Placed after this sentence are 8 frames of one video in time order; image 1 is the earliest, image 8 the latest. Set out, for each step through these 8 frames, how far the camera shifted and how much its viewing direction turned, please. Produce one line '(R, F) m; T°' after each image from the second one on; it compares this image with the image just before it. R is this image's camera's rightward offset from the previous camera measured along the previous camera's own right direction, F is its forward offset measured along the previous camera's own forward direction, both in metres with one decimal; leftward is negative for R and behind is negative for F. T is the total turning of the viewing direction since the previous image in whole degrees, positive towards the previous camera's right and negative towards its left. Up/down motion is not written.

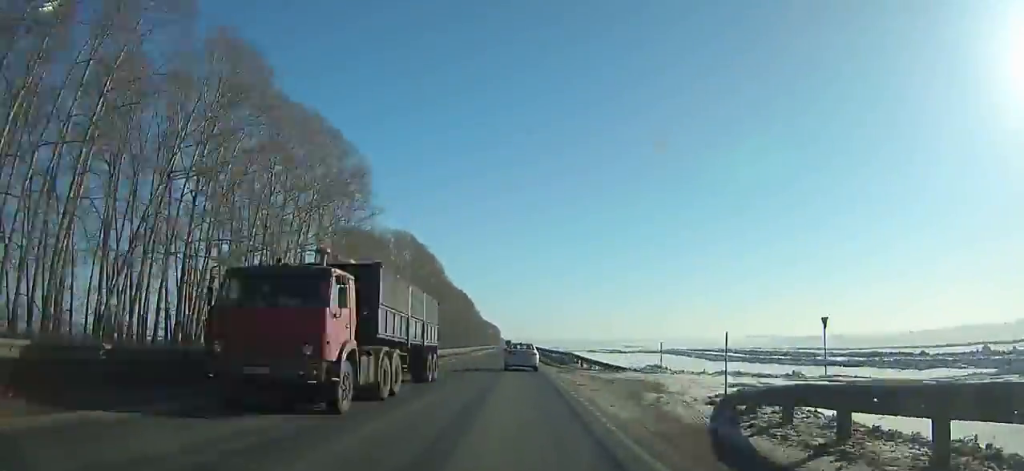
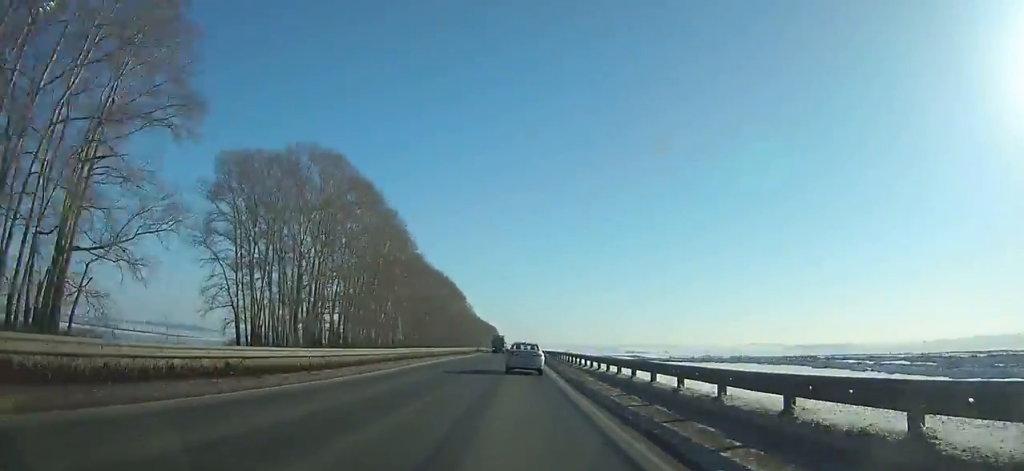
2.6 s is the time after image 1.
(-0.1, +60.0) m; 0°
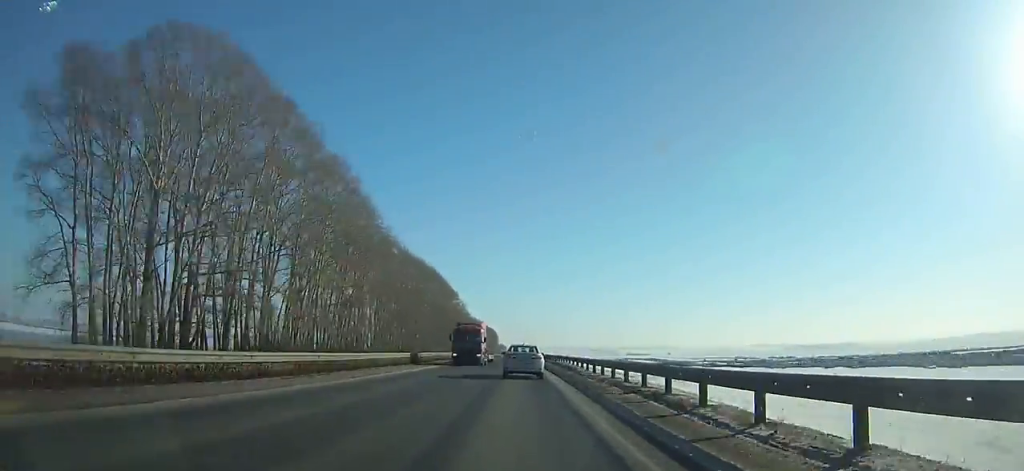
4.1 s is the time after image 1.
(0.0, +34.7) m; 0°
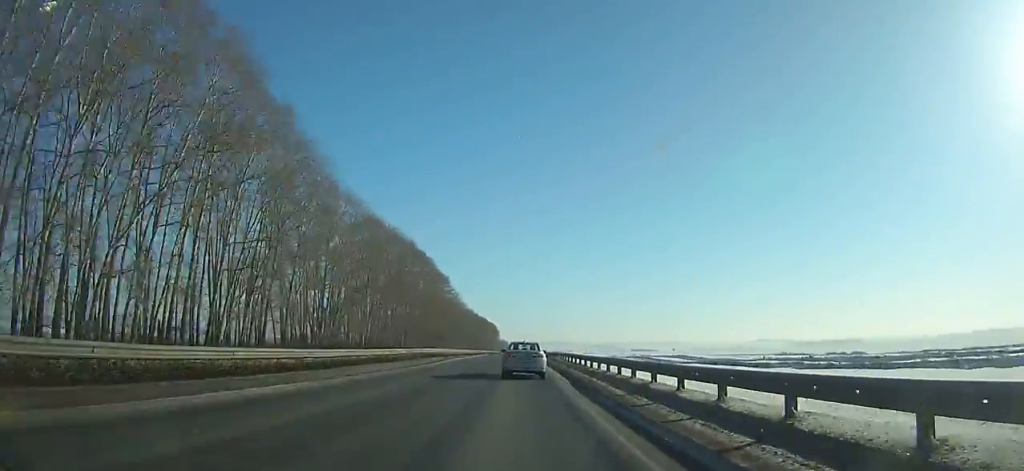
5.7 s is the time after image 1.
(0.0, +36.7) m; 0°
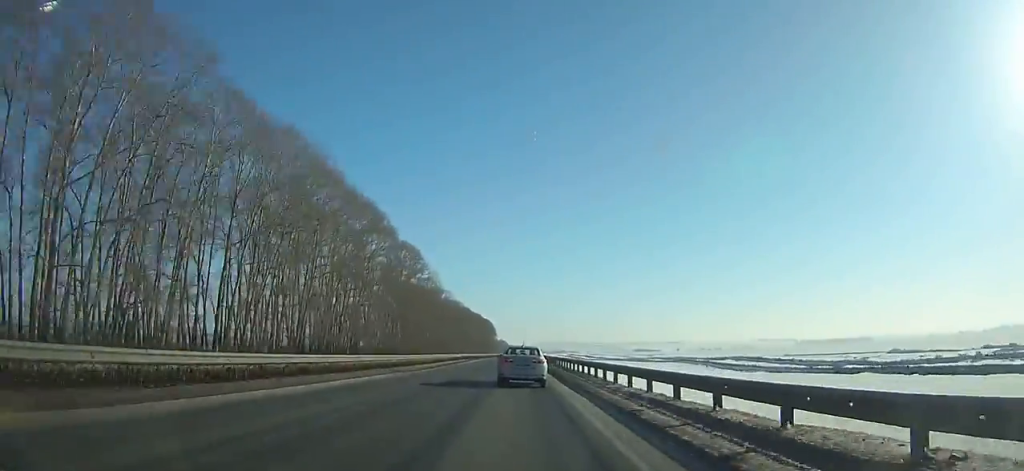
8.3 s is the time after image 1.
(0.0, +59.3) m; 0°
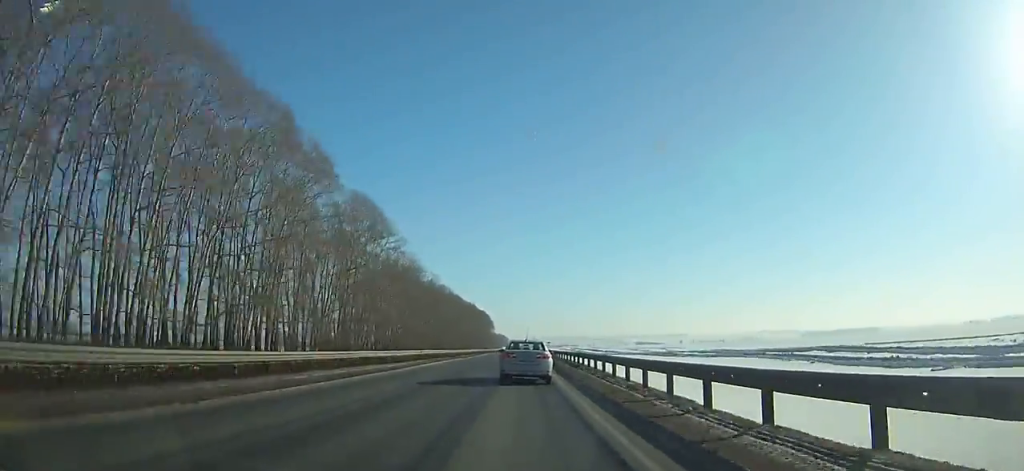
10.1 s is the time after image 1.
(+0.1, +40.8) m; 0°
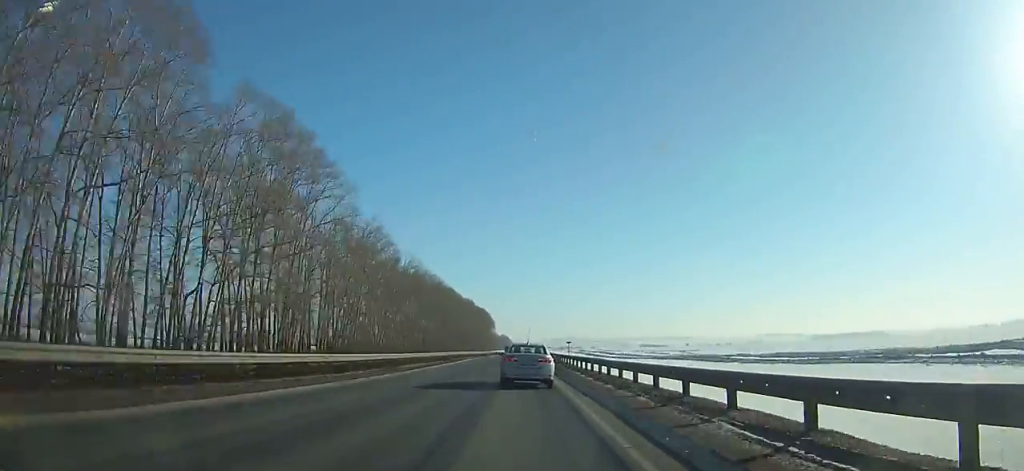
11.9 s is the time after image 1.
(-0.1, +40.4) m; 0°
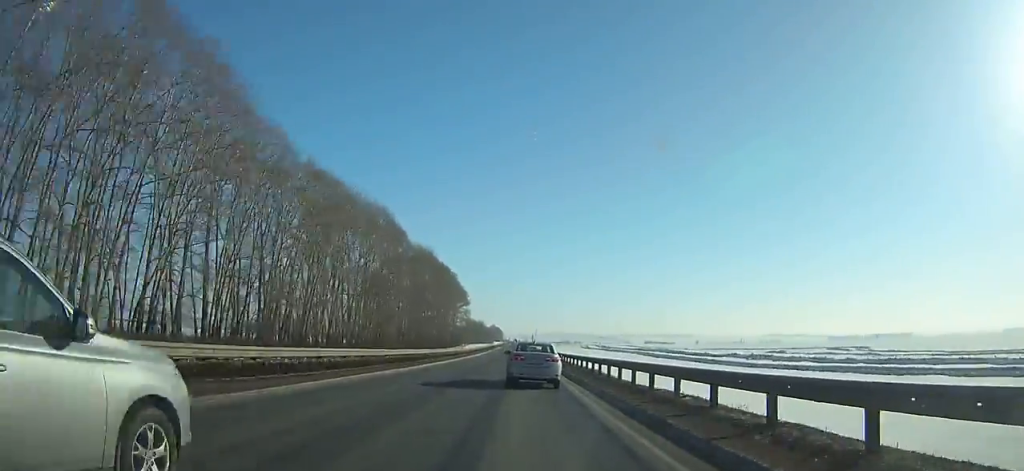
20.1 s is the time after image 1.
(+0.4, +183.6) m; 0°
